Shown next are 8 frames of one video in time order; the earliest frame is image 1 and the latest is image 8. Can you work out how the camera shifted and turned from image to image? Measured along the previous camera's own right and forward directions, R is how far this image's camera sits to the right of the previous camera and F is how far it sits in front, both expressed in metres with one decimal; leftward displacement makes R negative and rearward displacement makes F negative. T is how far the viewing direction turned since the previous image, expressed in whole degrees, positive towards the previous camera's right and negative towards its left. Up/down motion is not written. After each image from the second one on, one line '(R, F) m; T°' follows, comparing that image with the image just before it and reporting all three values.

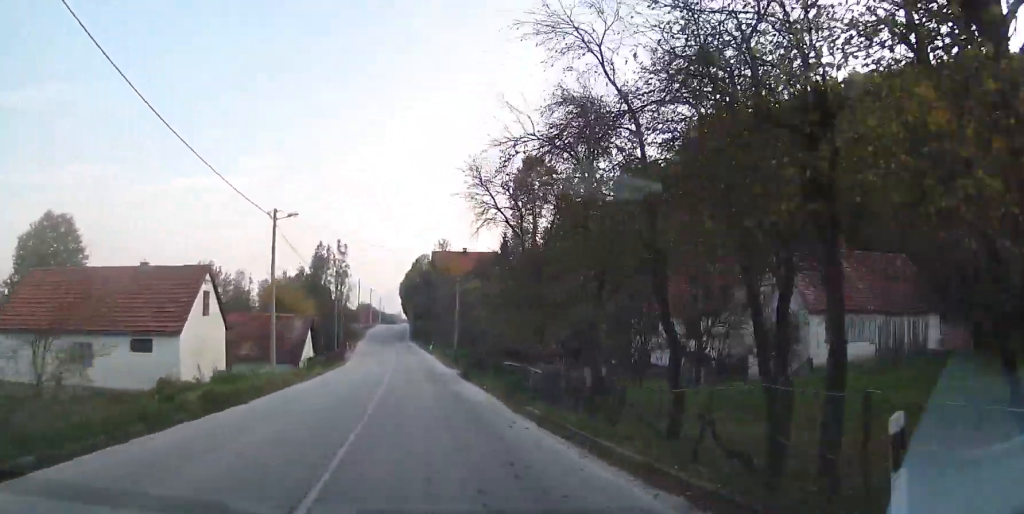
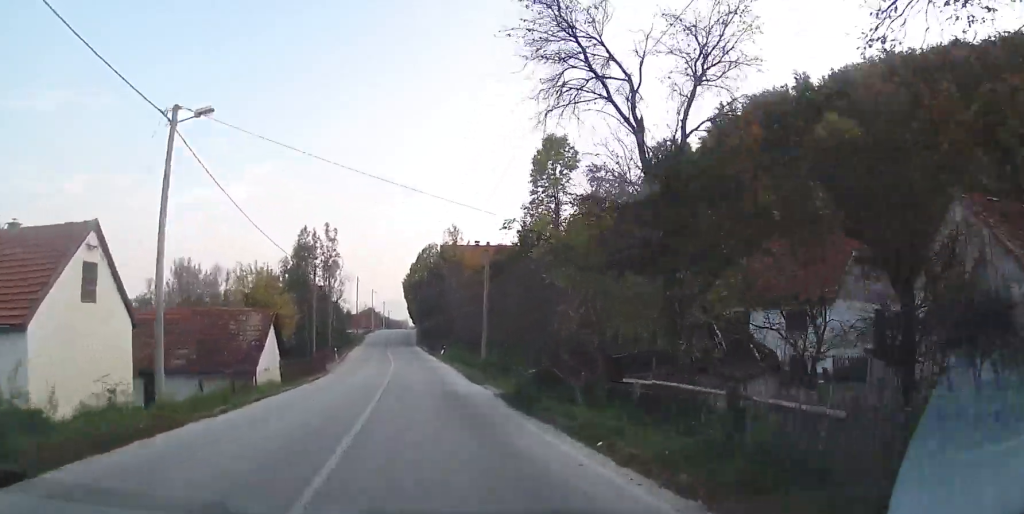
(+0.1, +12.0) m; +1°
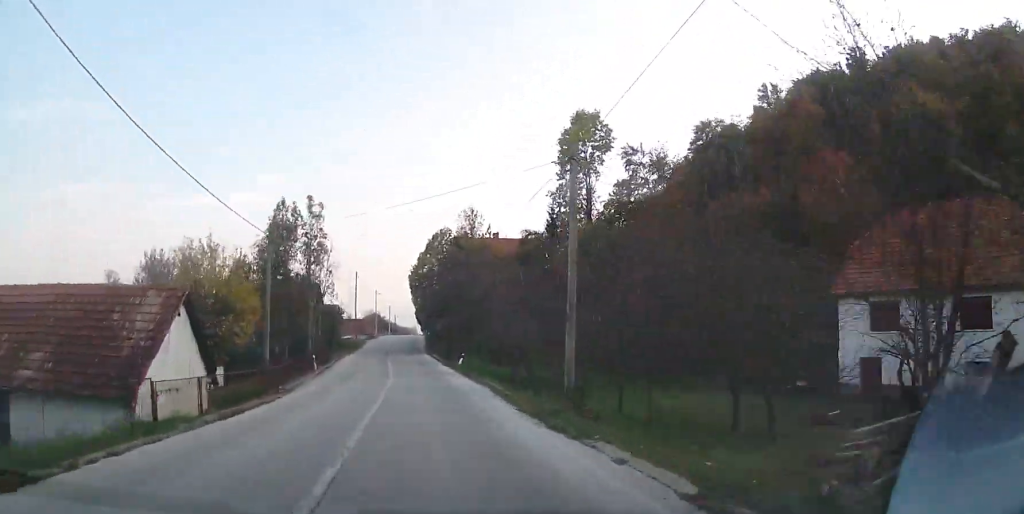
(+0.3, +11.9) m; -1°
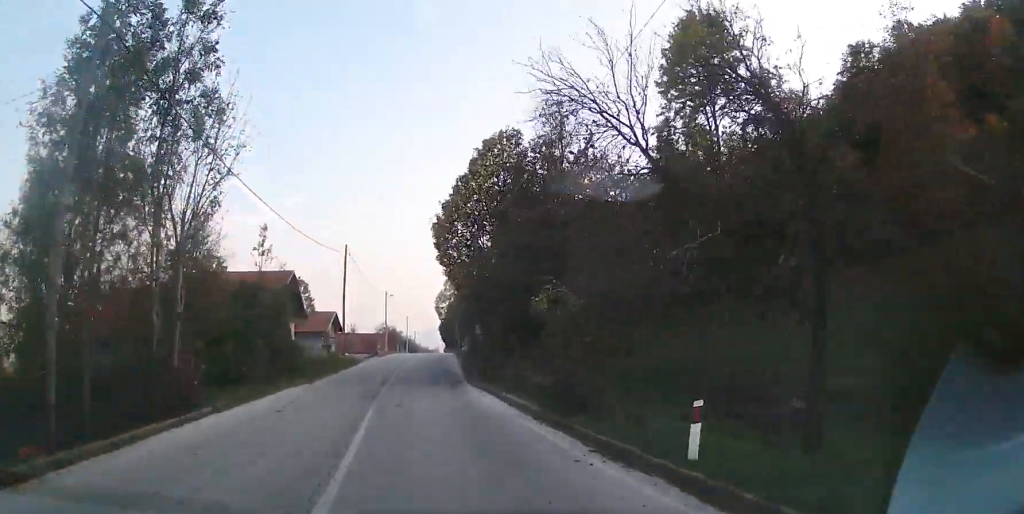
(-1.0, +27.6) m; -3°
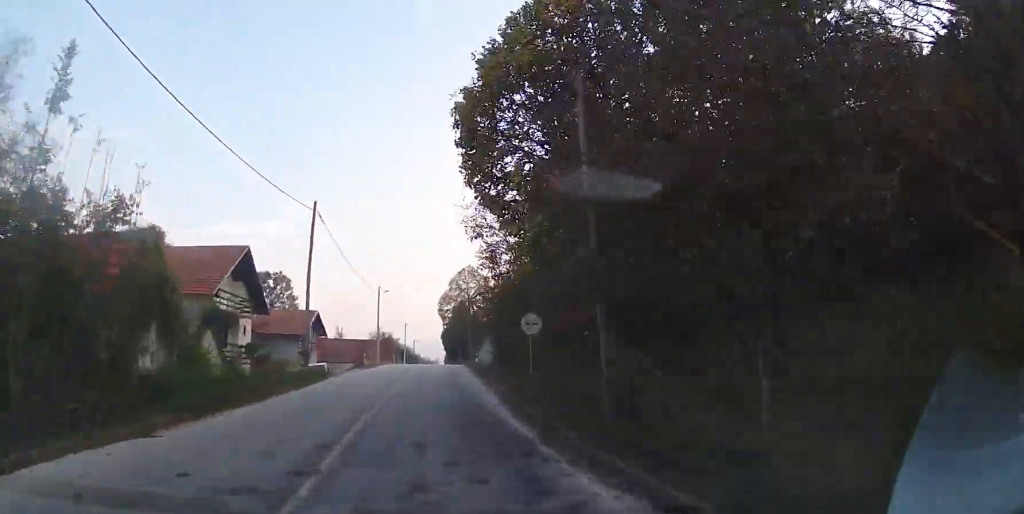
(0.0, +14.3) m; 0°
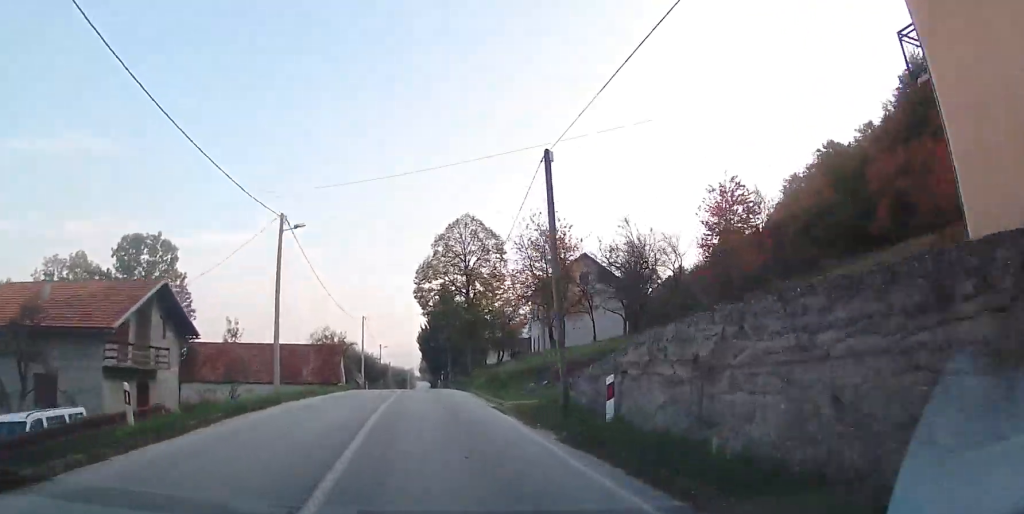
(+0.6, +34.7) m; +2°
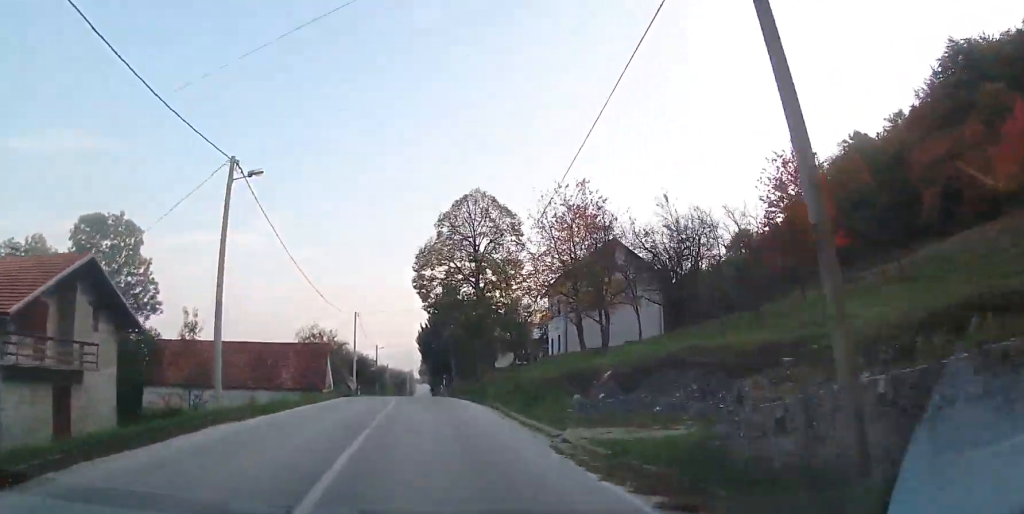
(+0.3, +7.7) m; 0°
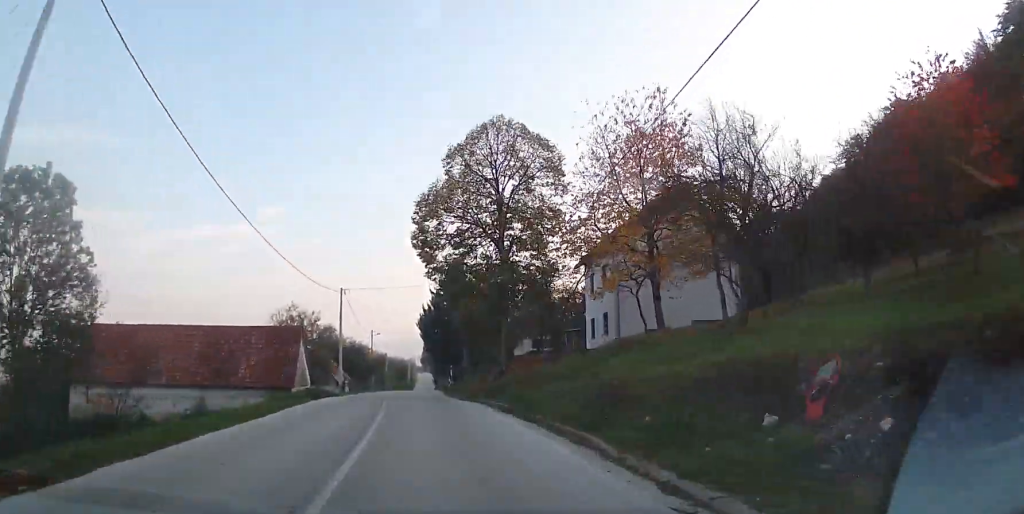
(-0.3, +11.0) m; -1°
